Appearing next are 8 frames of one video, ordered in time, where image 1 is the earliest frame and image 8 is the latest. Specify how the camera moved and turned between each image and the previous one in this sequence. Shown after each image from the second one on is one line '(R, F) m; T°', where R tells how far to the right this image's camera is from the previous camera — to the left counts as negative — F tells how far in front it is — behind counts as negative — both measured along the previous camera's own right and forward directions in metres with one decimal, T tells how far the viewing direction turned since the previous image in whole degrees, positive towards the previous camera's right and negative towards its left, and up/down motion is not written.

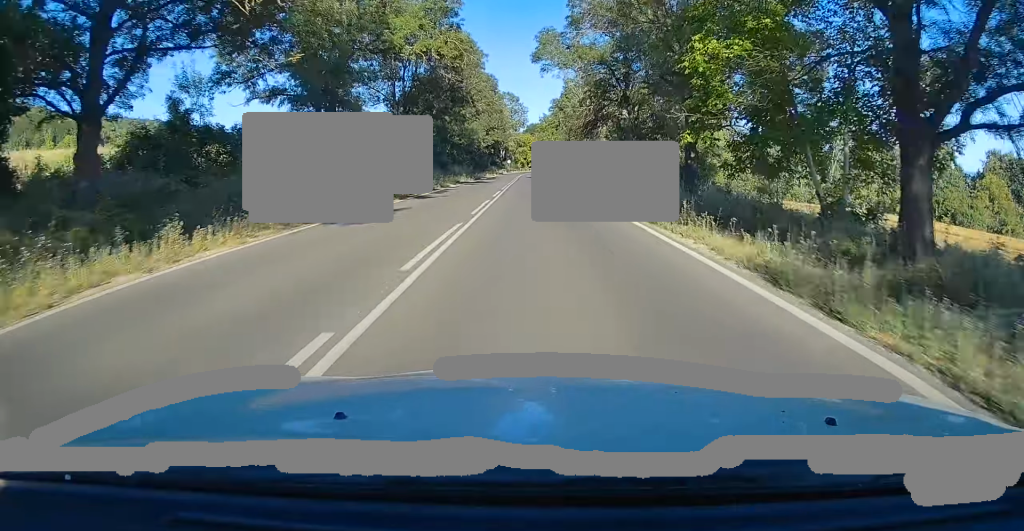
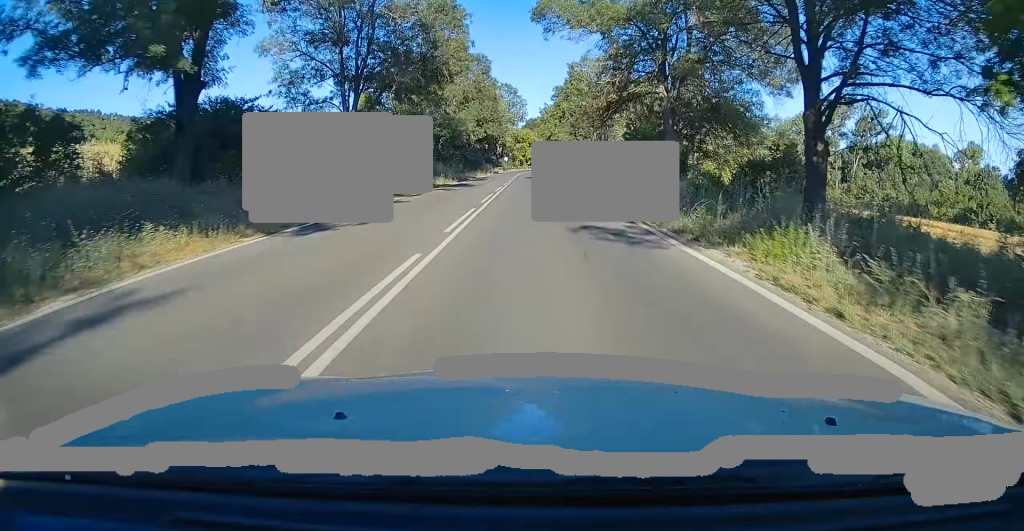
(0.0, +13.5) m; 0°
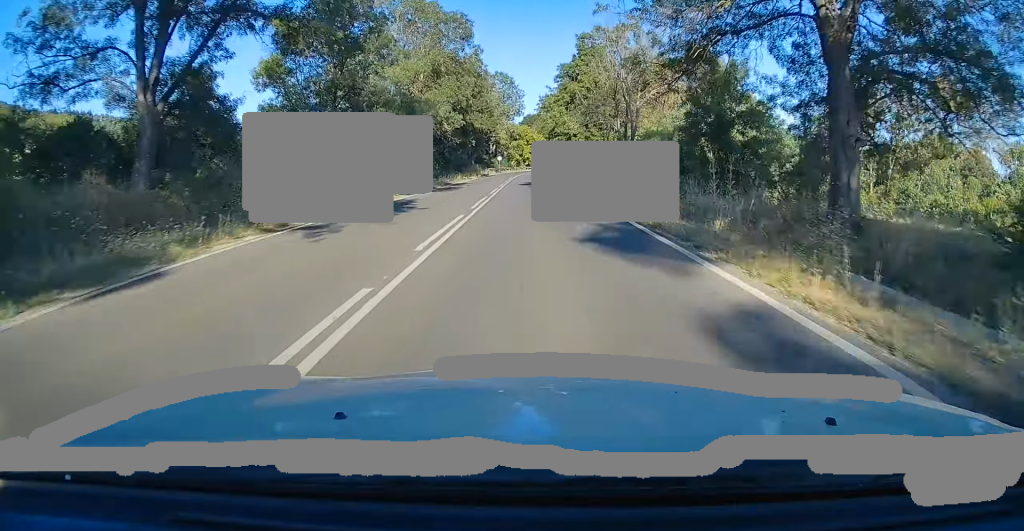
(0.0, +19.8) m; +1°
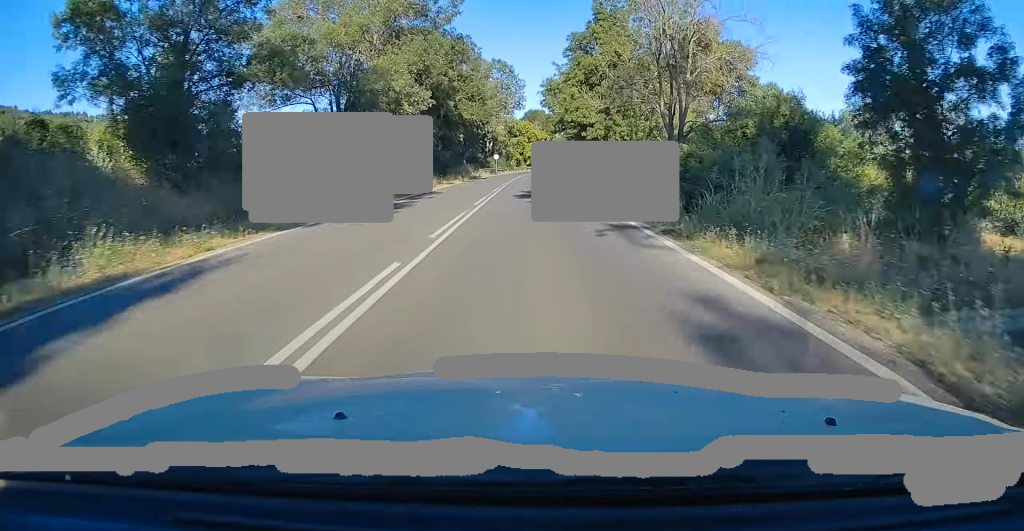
(+0.2, +15.8) m; 0°
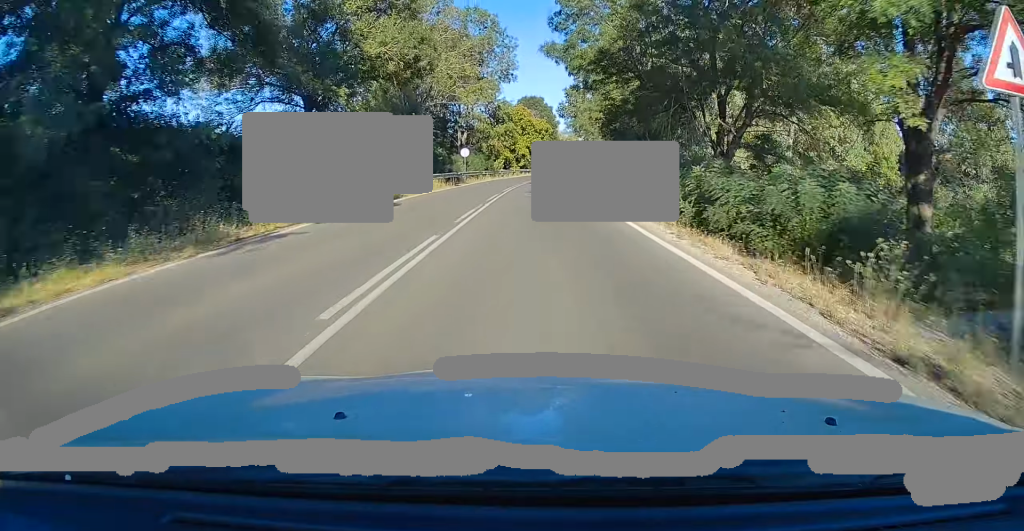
(-0.1, +40.4) m; 0°
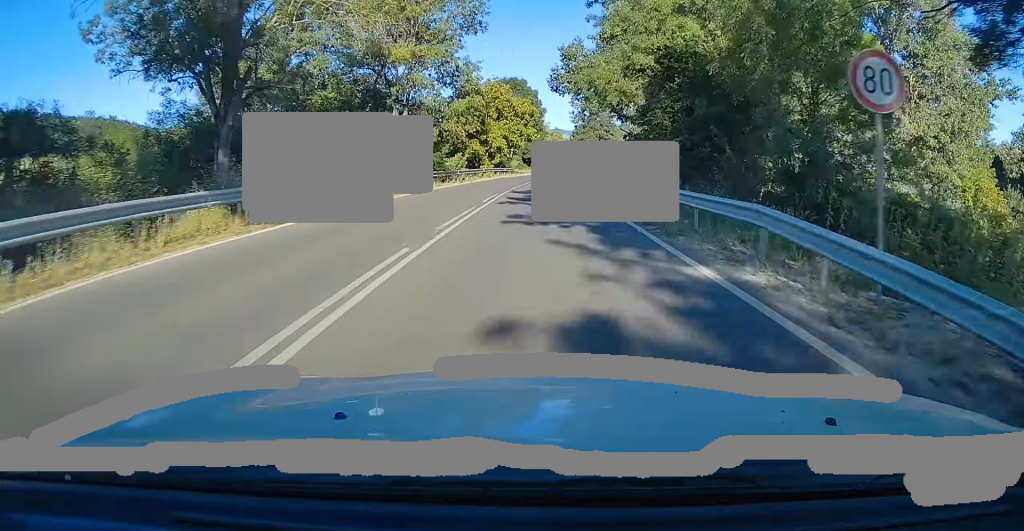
(+0.4, +27.6) m; +1°
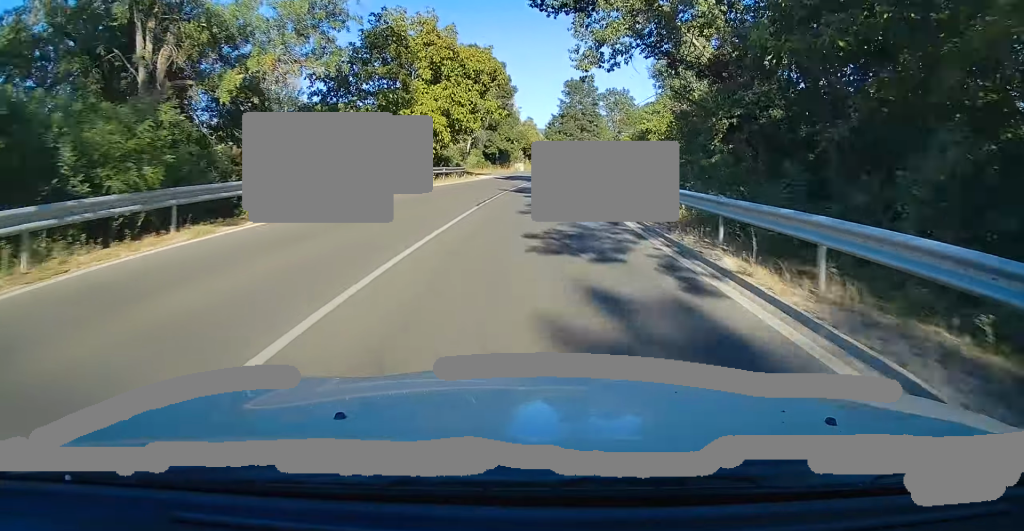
(+0.3, +30.3) m; +3°
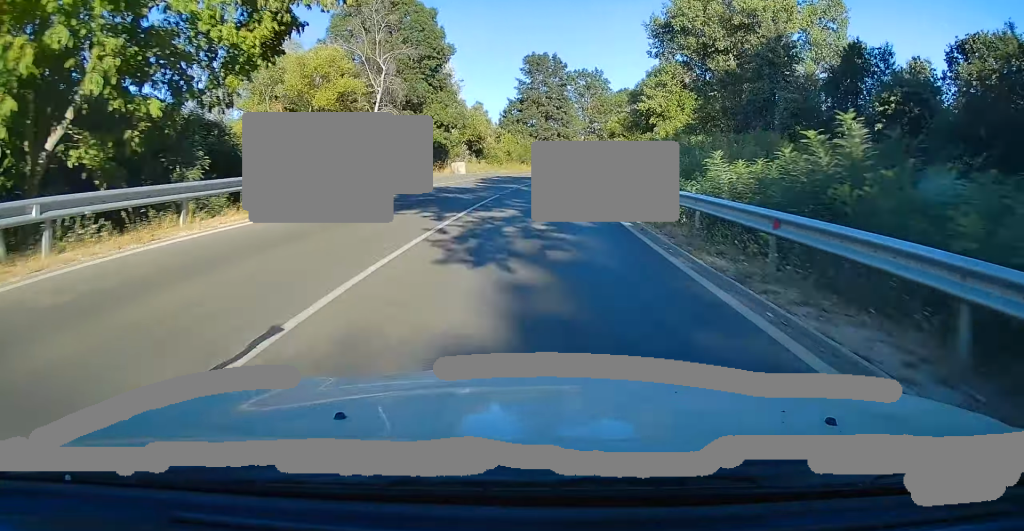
(+1.1, +31.1) m; +3°
